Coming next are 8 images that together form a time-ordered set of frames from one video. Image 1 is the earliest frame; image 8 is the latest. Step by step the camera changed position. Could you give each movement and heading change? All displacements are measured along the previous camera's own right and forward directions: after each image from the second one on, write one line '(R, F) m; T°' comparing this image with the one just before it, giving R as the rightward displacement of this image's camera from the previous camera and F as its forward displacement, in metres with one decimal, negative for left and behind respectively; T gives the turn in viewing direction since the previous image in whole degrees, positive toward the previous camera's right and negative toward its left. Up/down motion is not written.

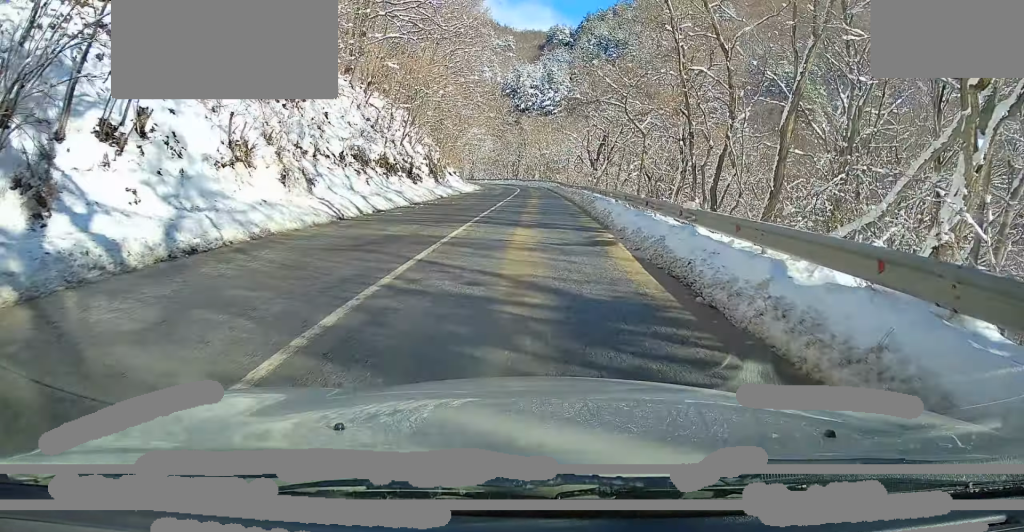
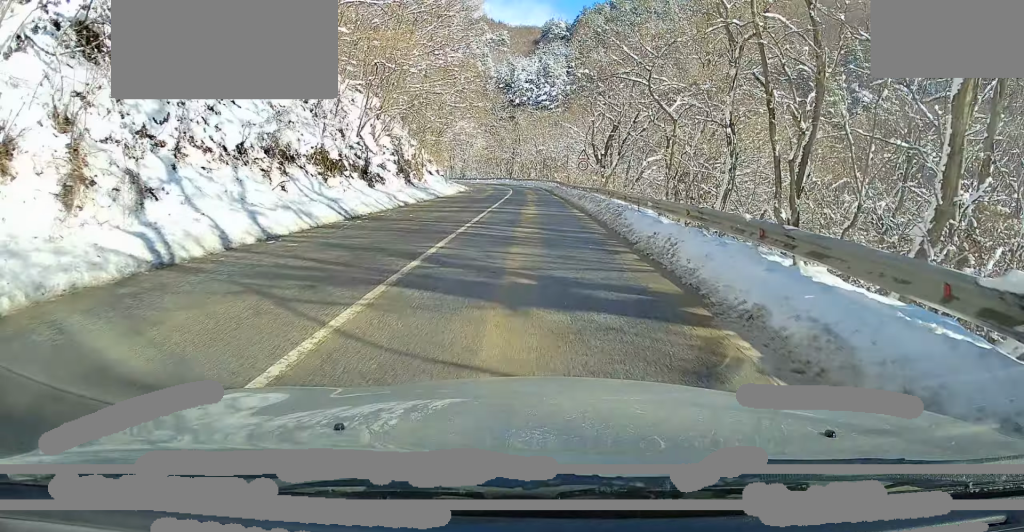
(+0.1, +9.2) m; +1°
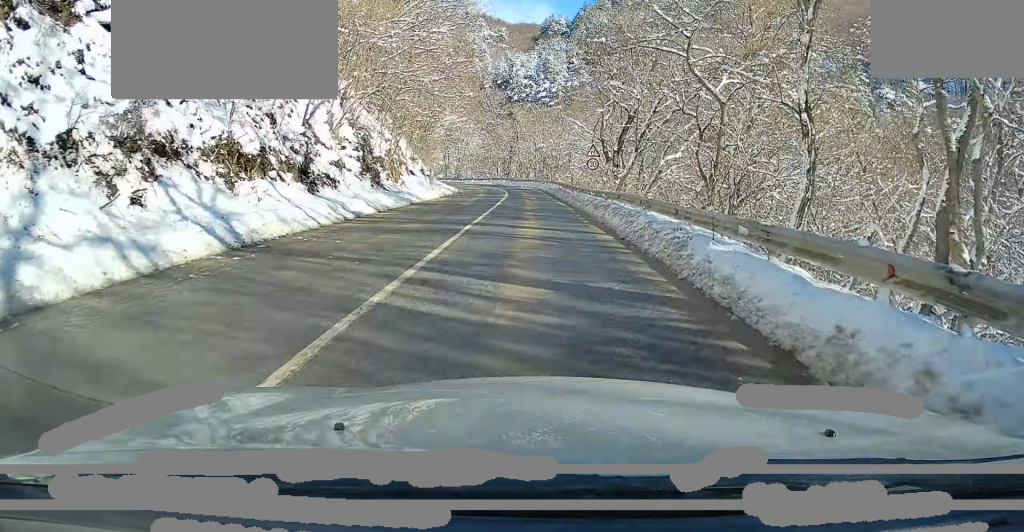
(+0.1, +7.4) m; +1°
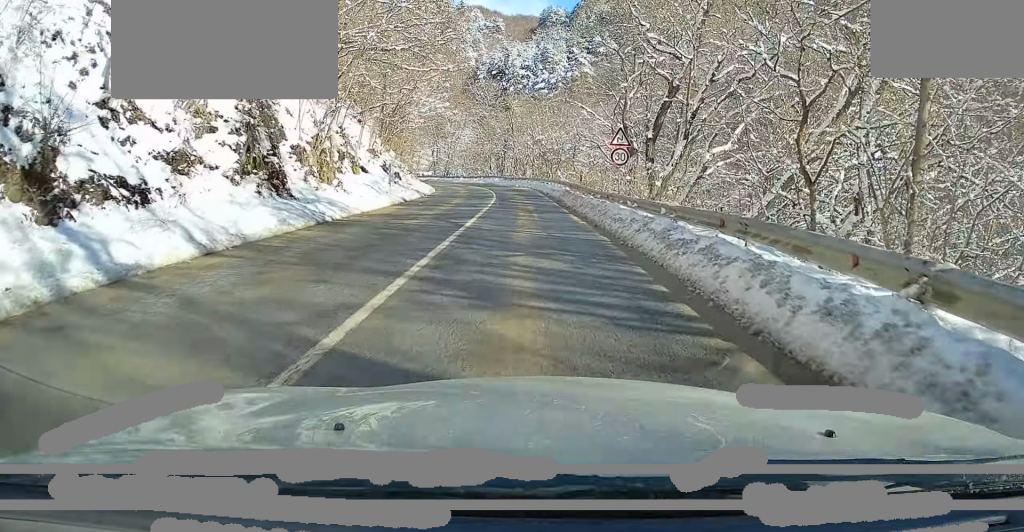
(+0.1, +12.0) m; +1°
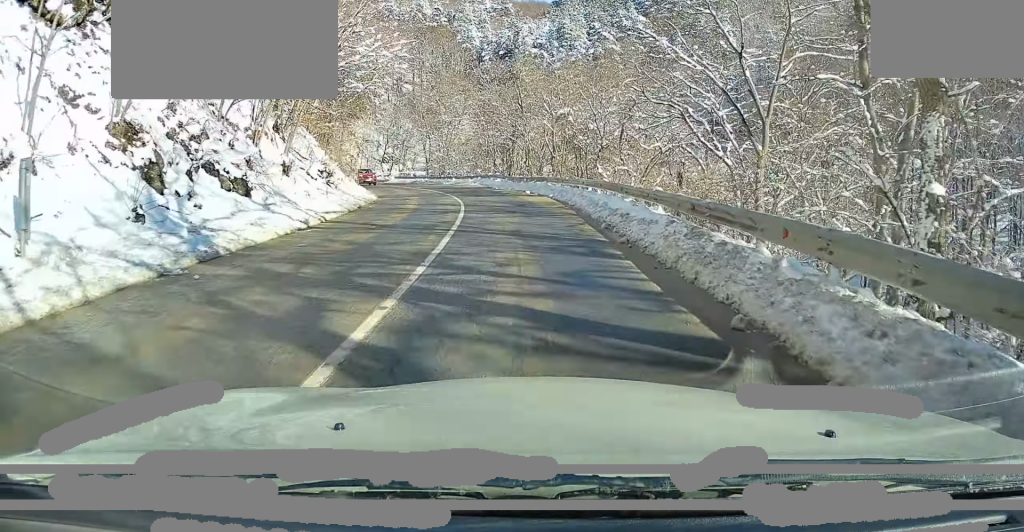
(+0.1, +25.1) m; 0°
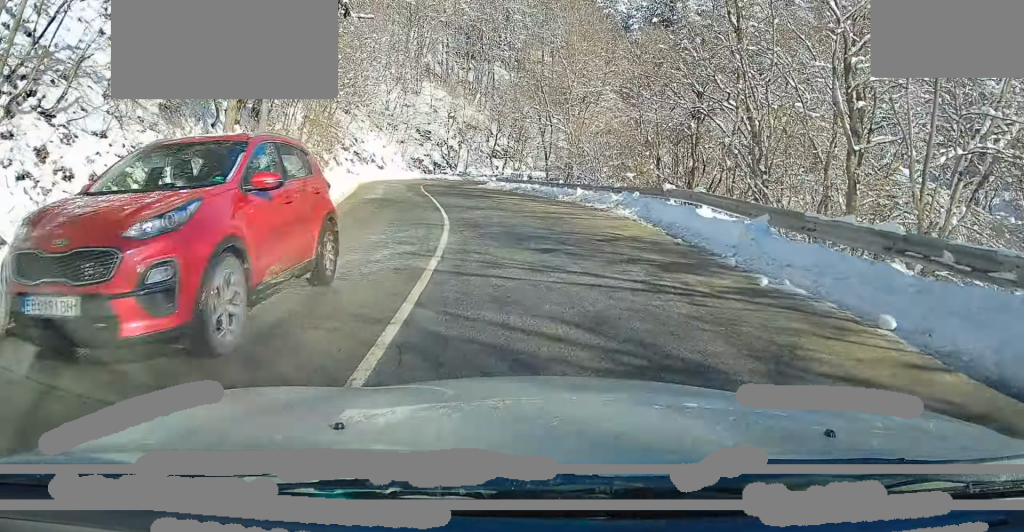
(-1.5, +30.9) m; -9°
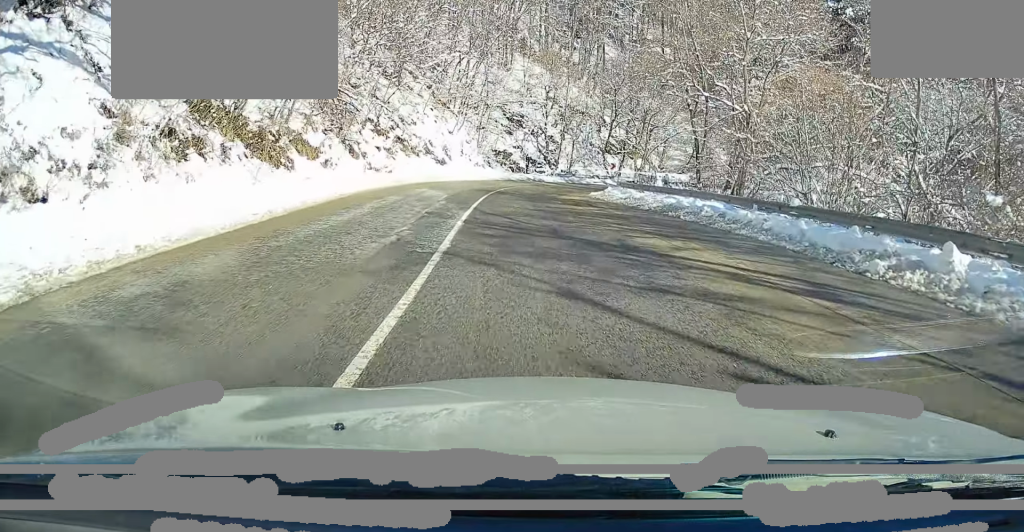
(-2.1, +20.6) m; -10°
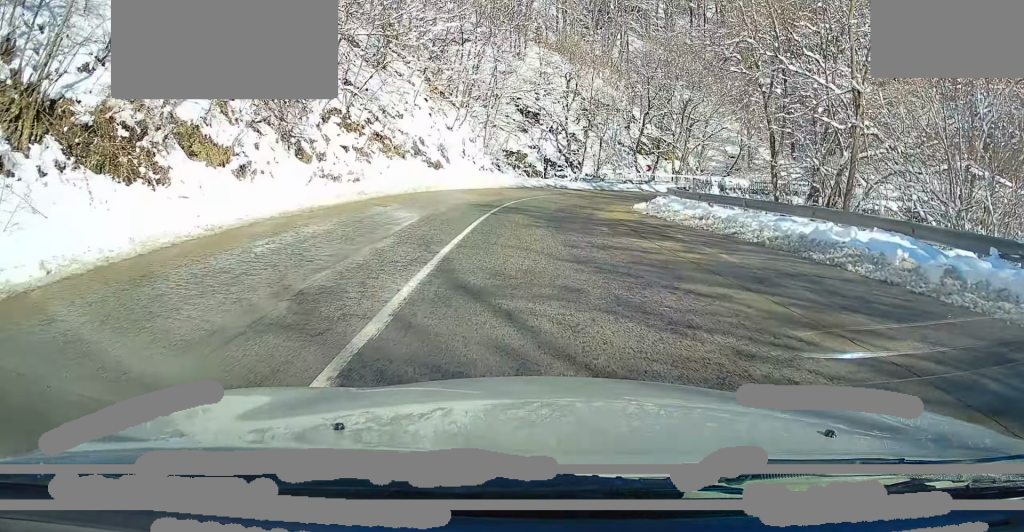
(-0.4, +9.5) m; -2°
